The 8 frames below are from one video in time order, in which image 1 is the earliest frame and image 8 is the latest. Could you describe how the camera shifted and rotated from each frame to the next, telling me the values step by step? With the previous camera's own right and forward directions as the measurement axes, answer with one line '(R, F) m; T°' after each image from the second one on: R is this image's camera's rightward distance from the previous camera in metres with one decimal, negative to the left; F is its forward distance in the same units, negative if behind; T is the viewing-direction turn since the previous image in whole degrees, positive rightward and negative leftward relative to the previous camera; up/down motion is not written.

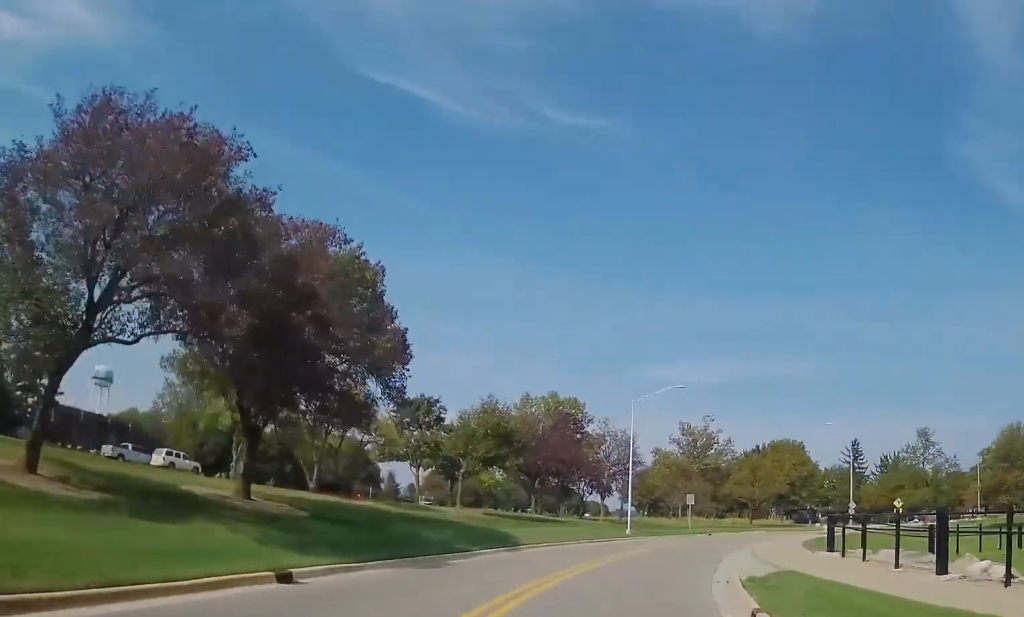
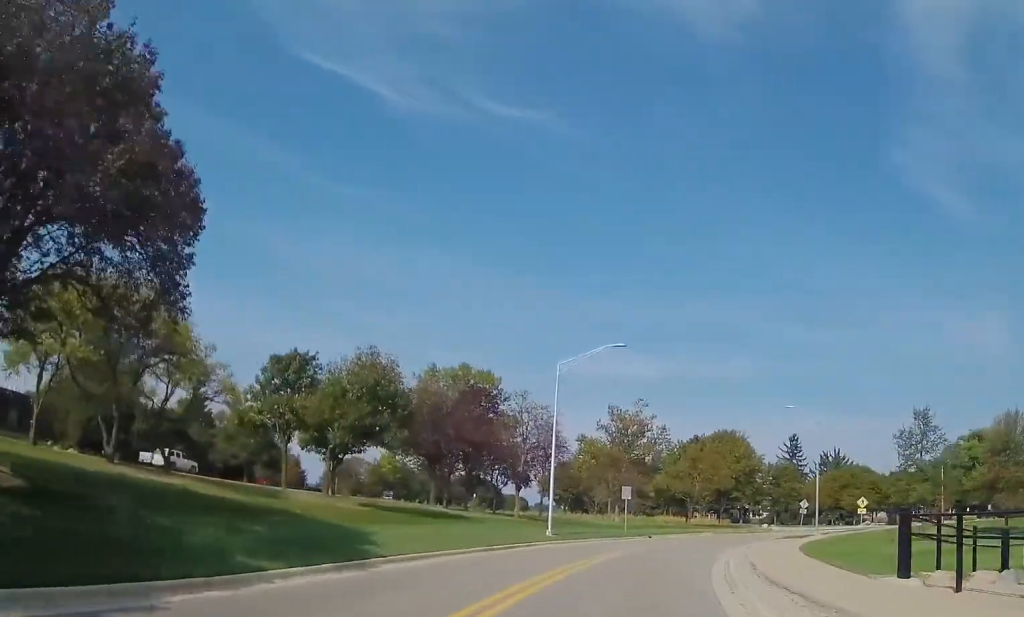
(+0.5, +10.9) m; +8°
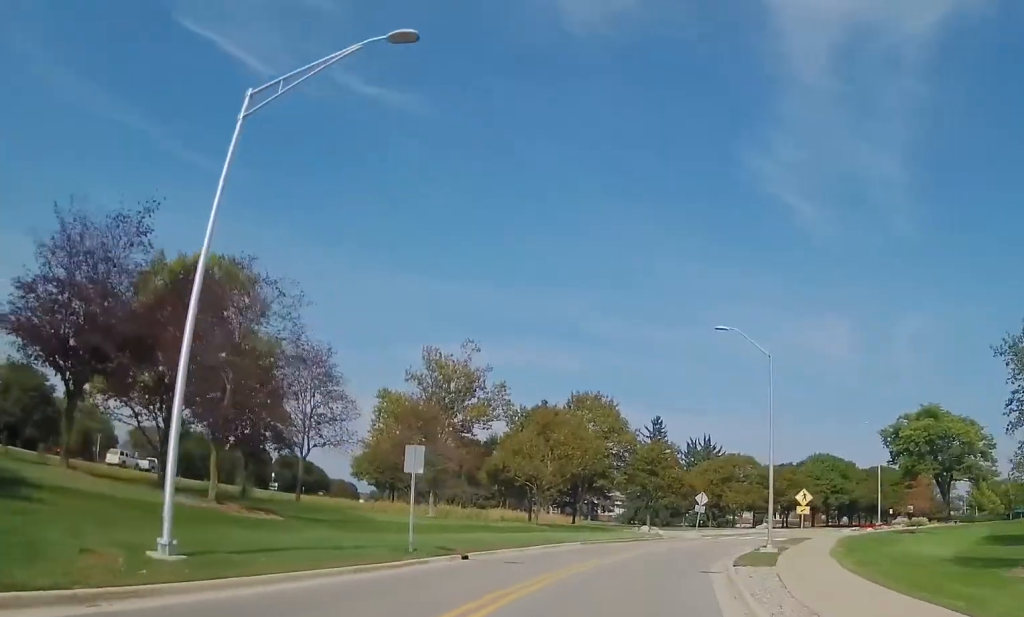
(+3.7, +23.7) m; +16°
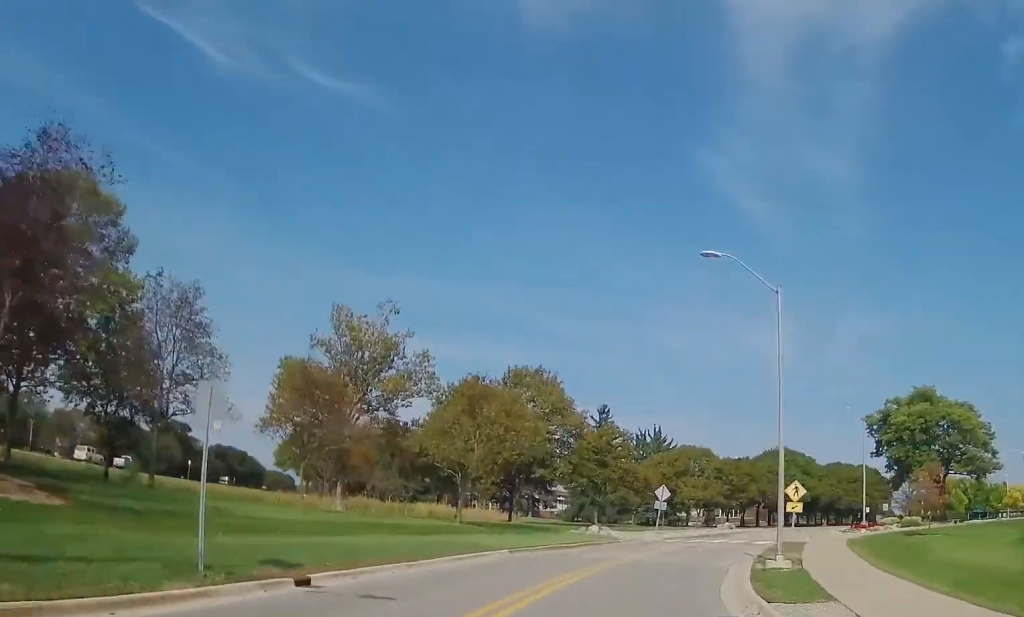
(+0.5, +9.3) m; +4°
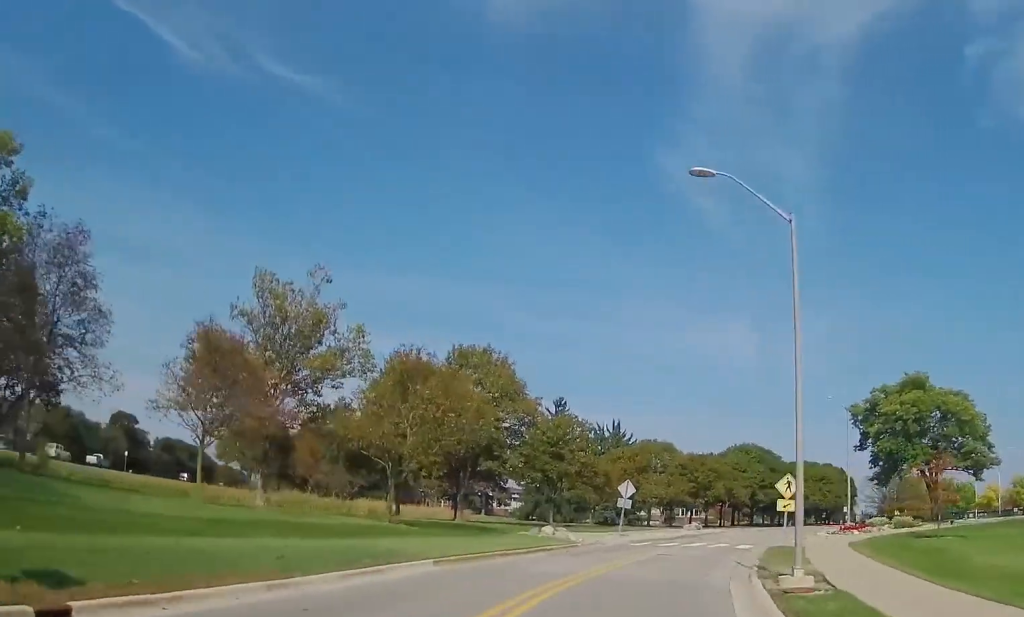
(+0.2, +5.9) m; +3°
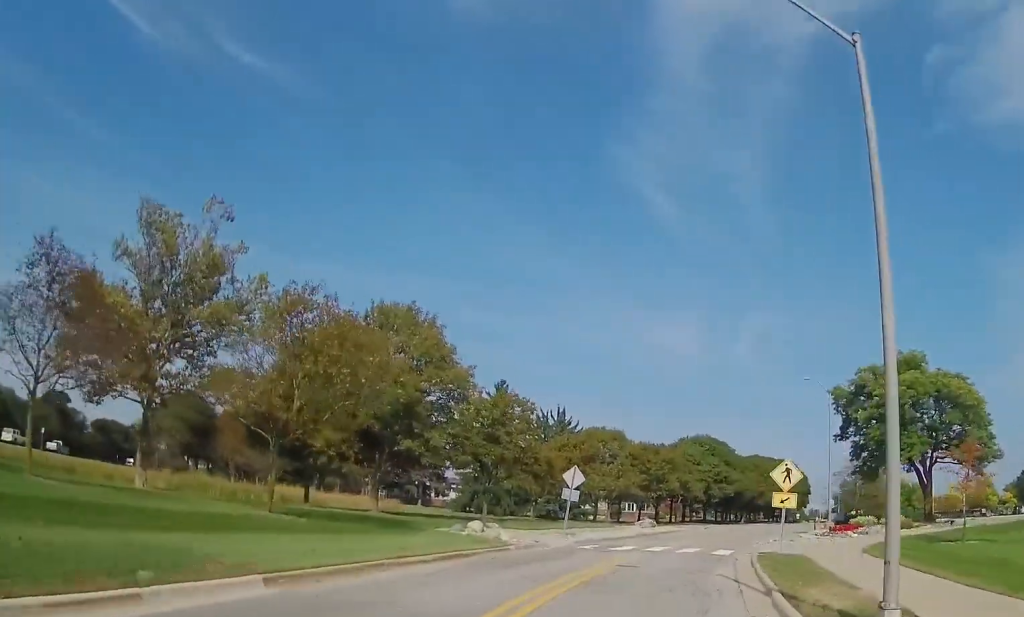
(-0.1, +7.4) m; +3°
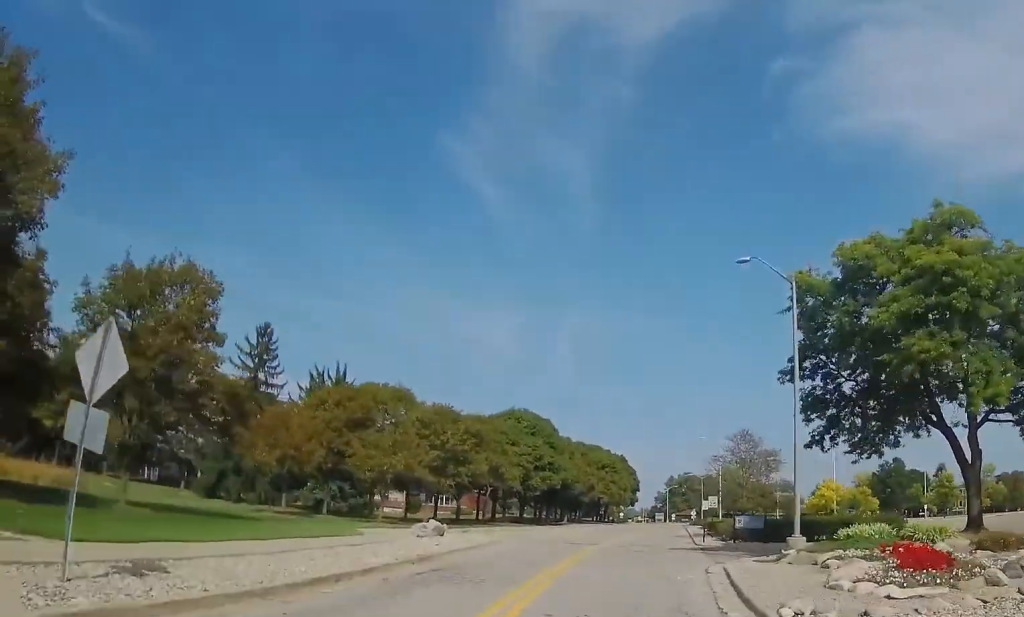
(+3.9, +24.0) m; +17°
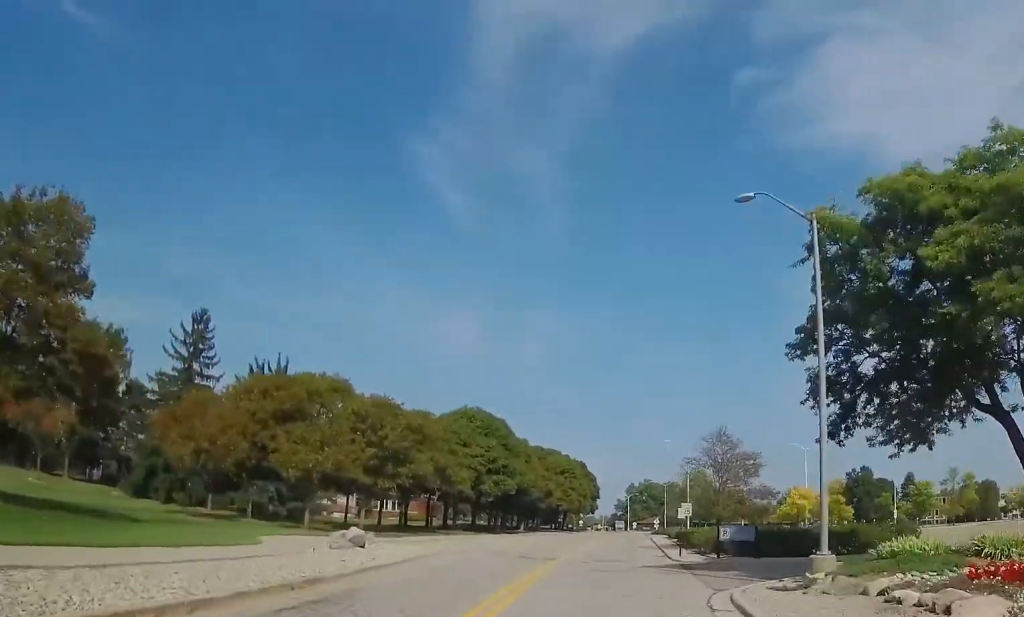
(+0.2, +6.1) m; +3°
